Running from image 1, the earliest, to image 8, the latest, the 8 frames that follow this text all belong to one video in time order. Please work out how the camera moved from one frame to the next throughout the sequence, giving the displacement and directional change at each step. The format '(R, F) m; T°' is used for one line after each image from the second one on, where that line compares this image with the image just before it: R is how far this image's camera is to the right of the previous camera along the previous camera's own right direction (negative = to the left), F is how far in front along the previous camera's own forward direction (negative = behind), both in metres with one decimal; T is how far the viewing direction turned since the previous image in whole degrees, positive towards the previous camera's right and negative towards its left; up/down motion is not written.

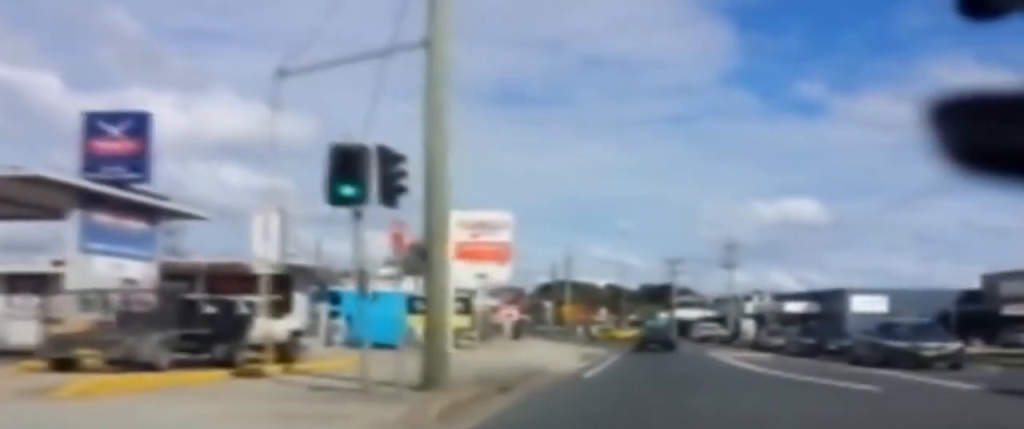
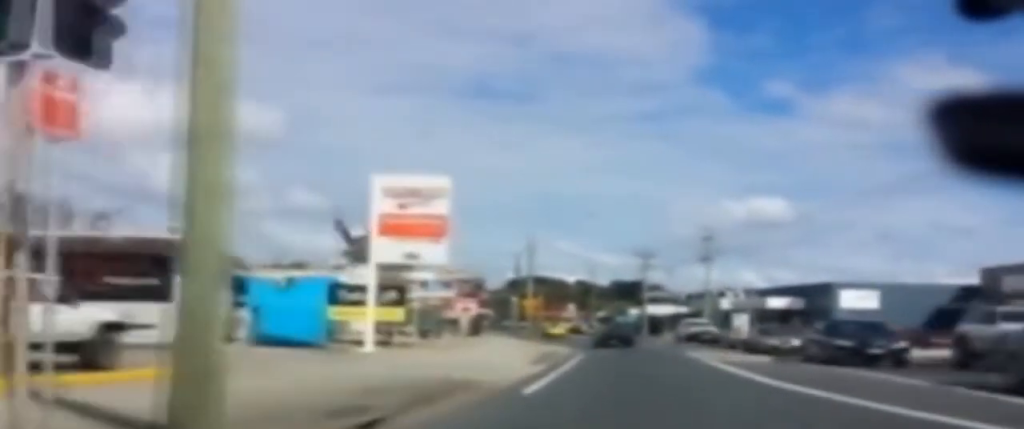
(-0.3, +6.7) m; -2°
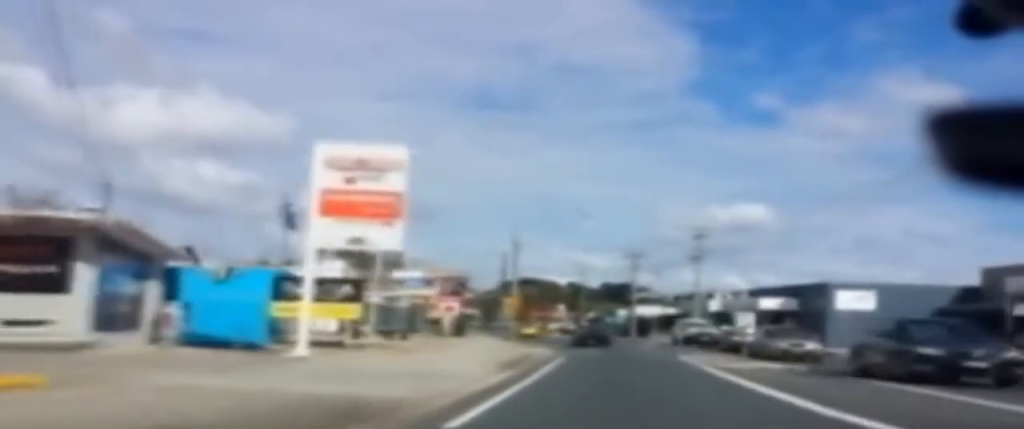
(0.0, +5.6) m; 0°
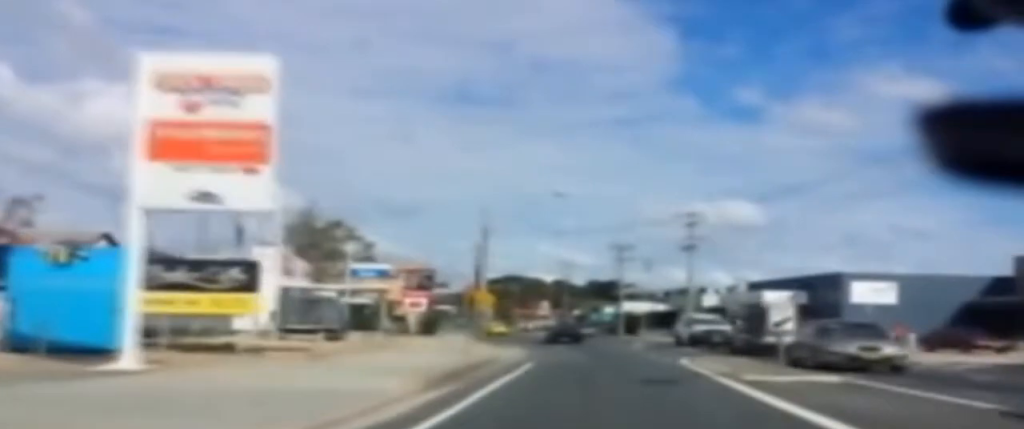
(+0.1, +7.1) m; +2°
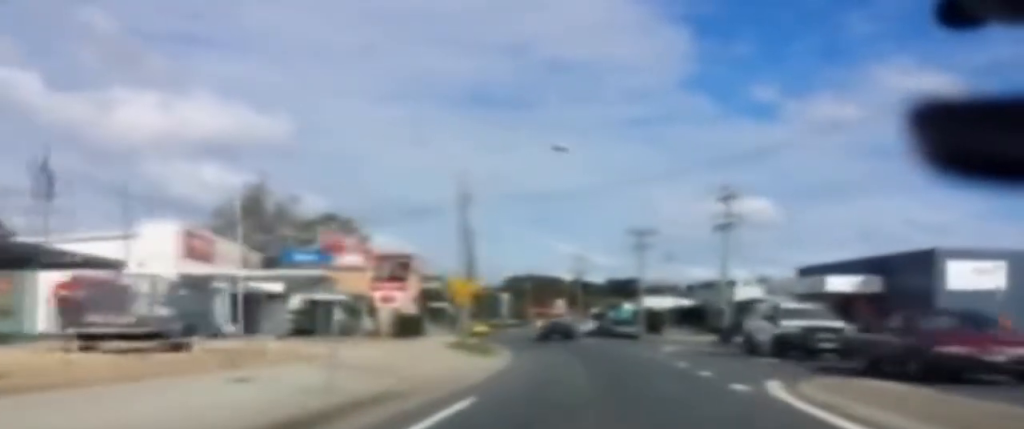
(+0.4, +13.4) m; +2°
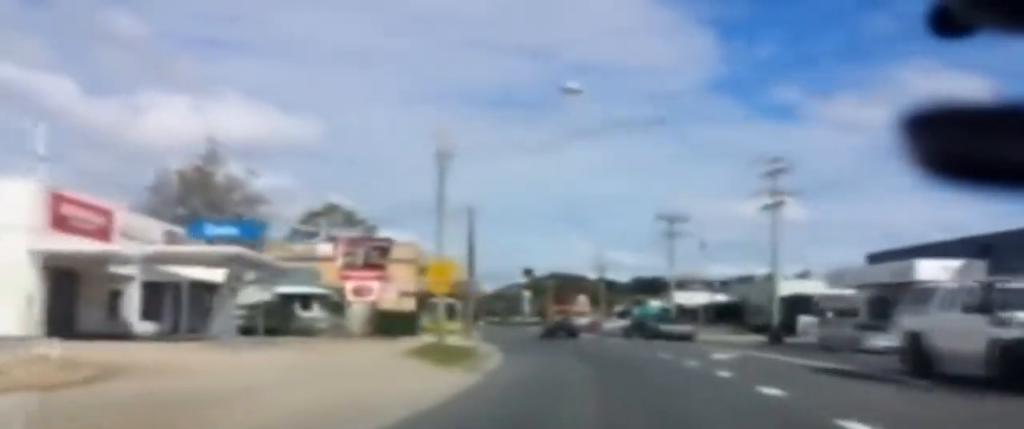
(-0.1, +10.0) m; -2°
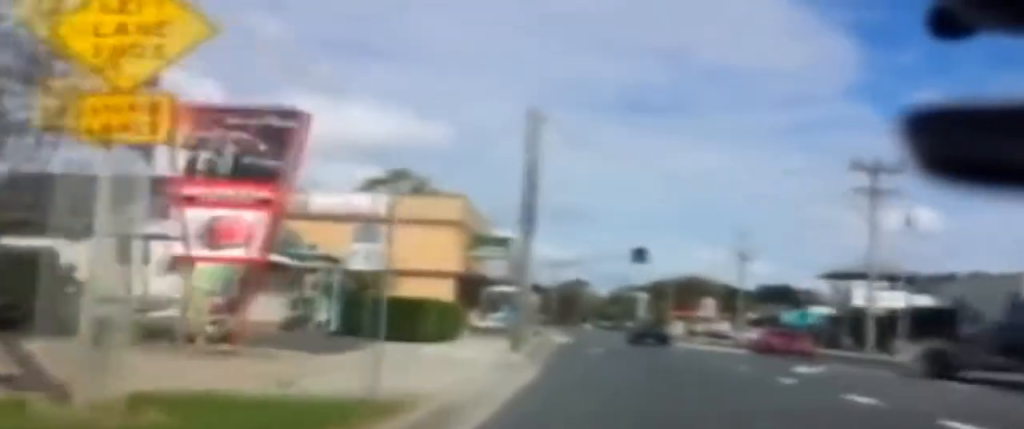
(-1.7, +24.4) m; -6°
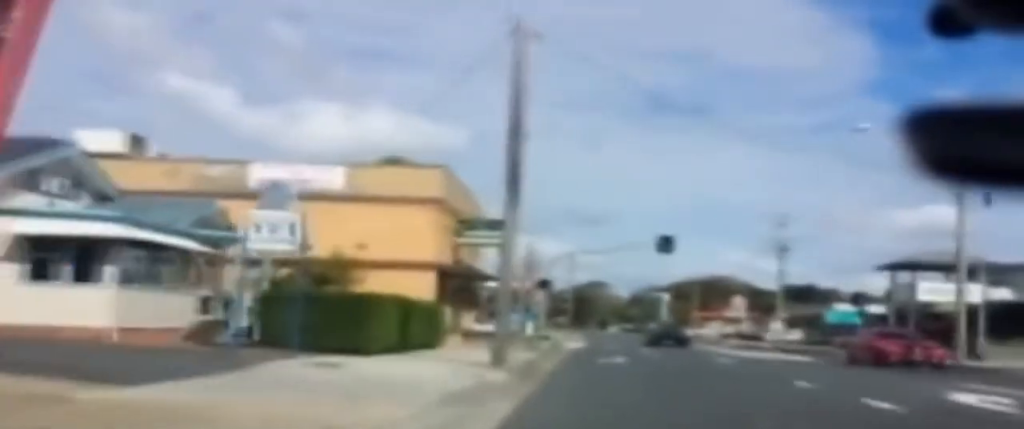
(-0.1, +8.5) m; -1°
